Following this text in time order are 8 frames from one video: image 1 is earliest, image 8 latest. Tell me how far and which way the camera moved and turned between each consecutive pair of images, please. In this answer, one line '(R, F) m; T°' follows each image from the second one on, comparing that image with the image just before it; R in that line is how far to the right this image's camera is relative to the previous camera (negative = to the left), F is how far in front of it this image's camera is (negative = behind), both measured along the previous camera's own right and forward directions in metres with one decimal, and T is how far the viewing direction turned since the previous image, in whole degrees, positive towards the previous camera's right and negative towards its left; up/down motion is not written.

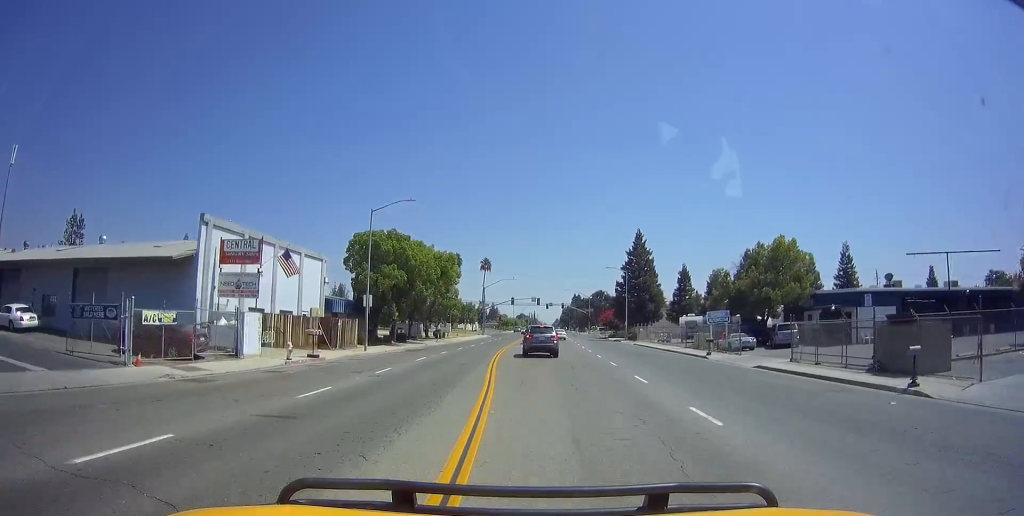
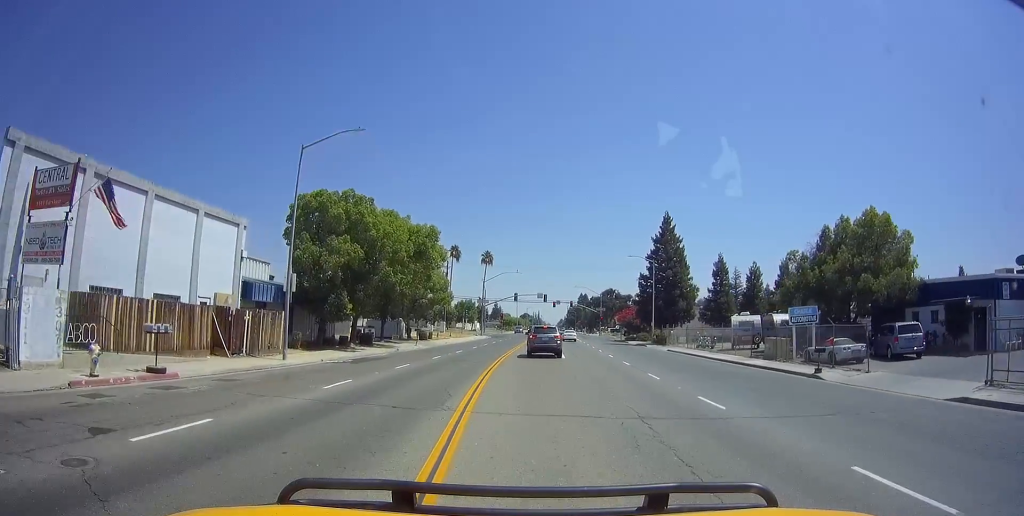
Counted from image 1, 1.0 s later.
(0.0, +12.9) m; 0°
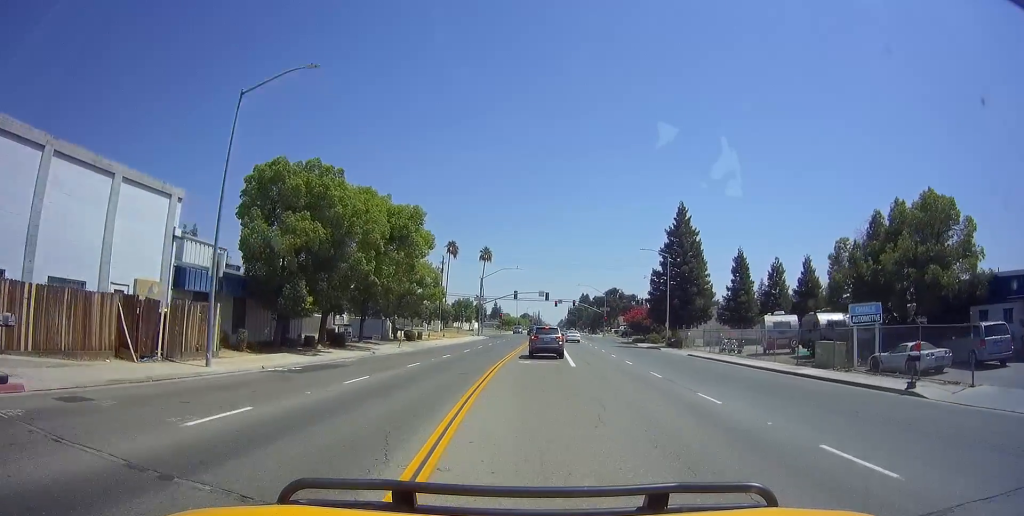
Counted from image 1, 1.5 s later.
(-0.1, +6.1) m; 0°
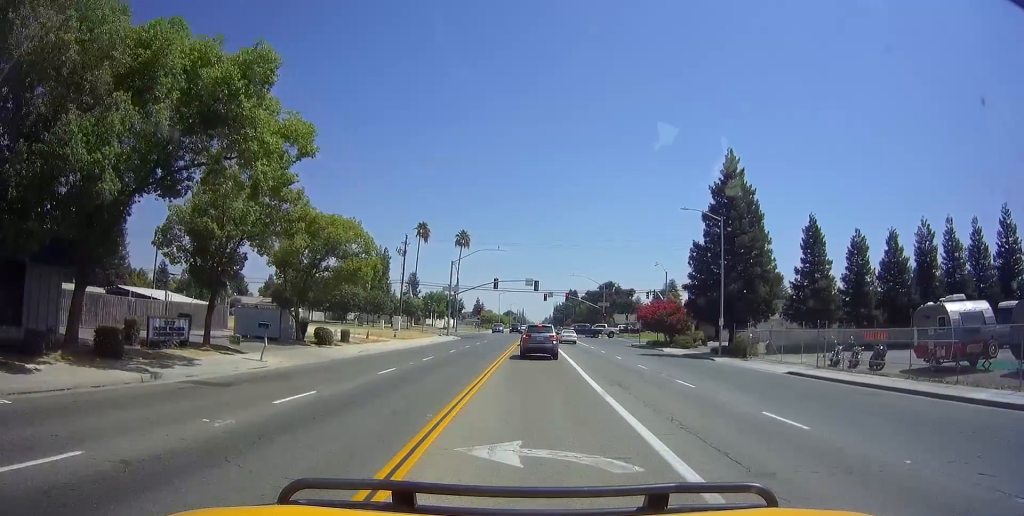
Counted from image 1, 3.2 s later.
(+0.3, +18.7) m; +1°
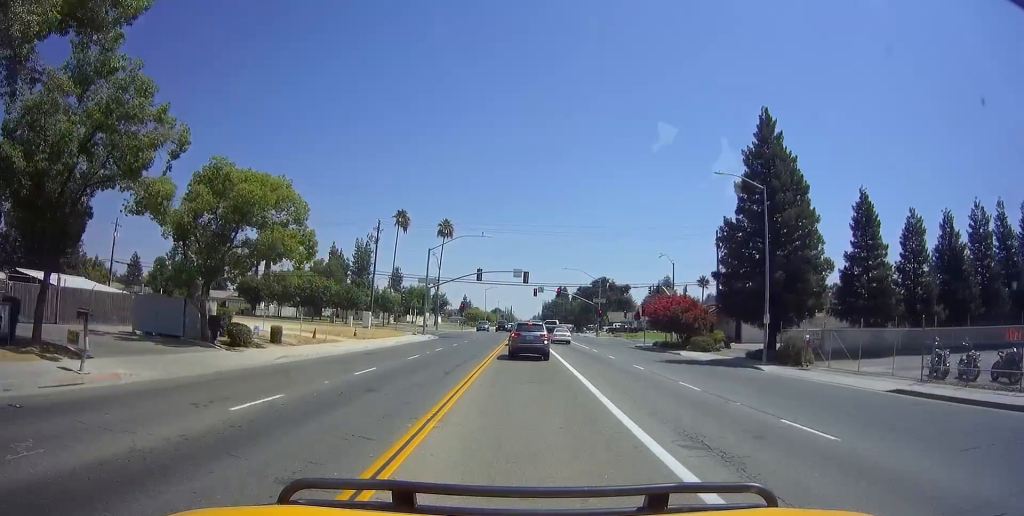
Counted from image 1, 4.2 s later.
(+0.1, +8.9) m; -1°
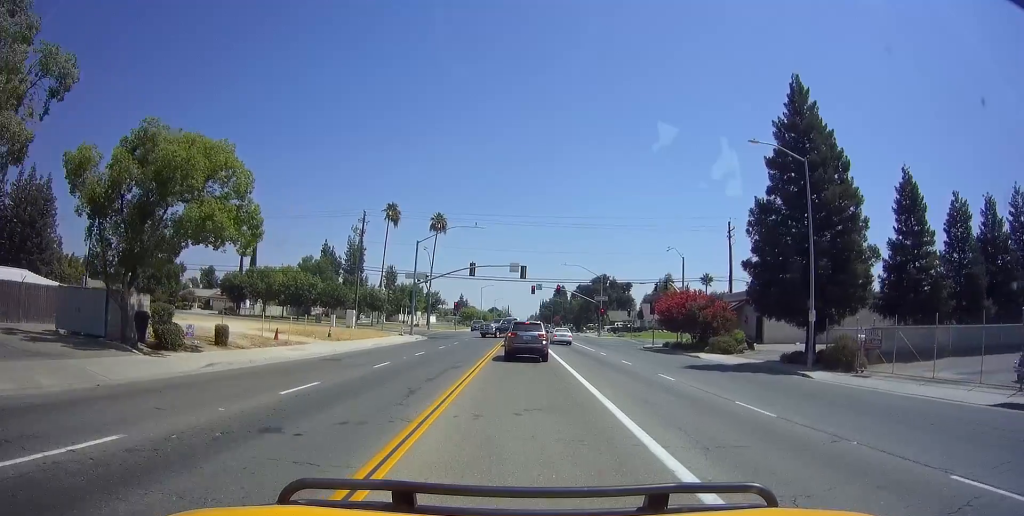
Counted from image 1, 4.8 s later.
(0.0, +5.0) m; -1°
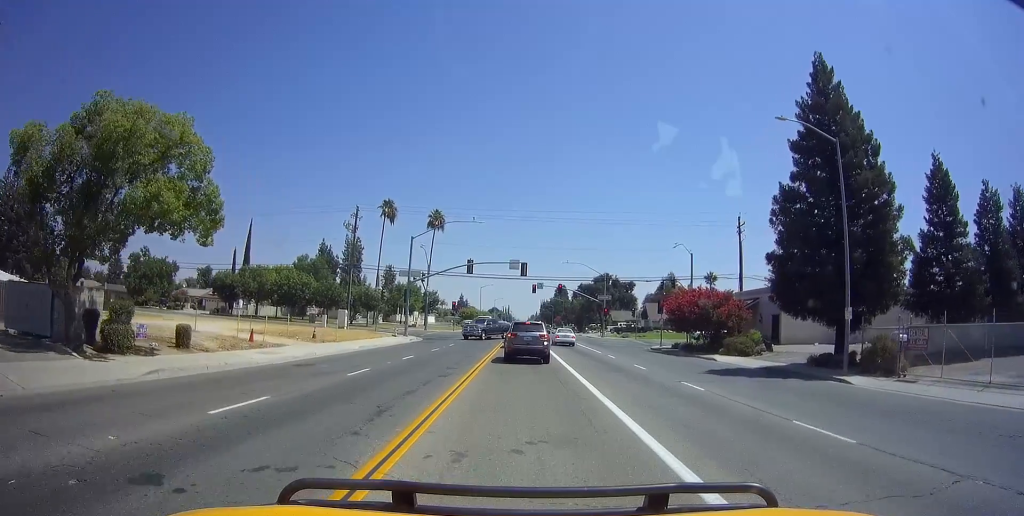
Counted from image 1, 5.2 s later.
(-0.2, +2.7) m; -1°
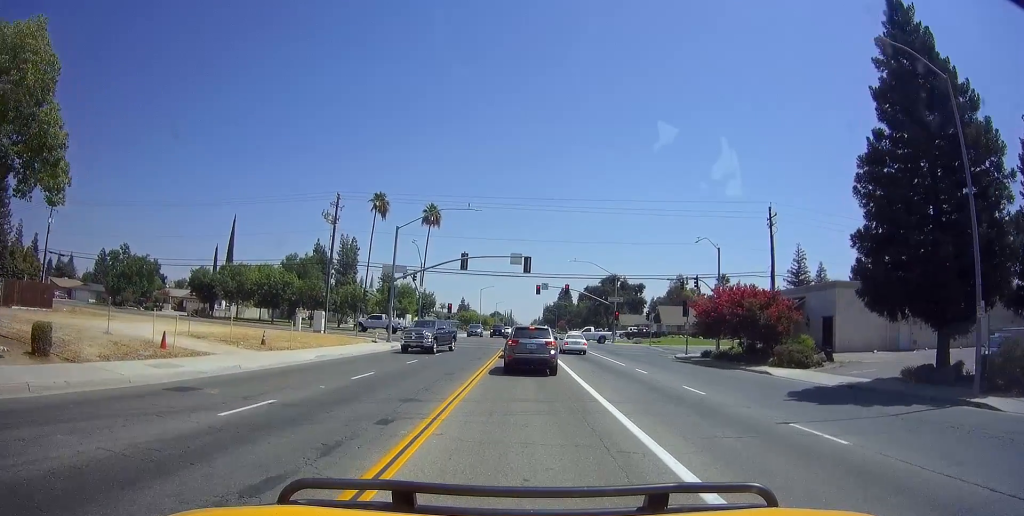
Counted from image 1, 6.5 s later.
(-0.1, +7.1) m; +2°
